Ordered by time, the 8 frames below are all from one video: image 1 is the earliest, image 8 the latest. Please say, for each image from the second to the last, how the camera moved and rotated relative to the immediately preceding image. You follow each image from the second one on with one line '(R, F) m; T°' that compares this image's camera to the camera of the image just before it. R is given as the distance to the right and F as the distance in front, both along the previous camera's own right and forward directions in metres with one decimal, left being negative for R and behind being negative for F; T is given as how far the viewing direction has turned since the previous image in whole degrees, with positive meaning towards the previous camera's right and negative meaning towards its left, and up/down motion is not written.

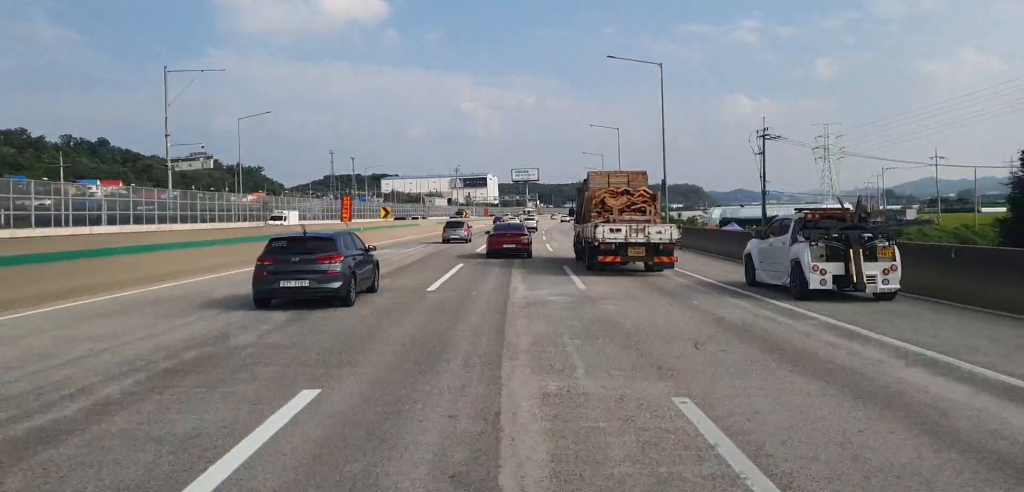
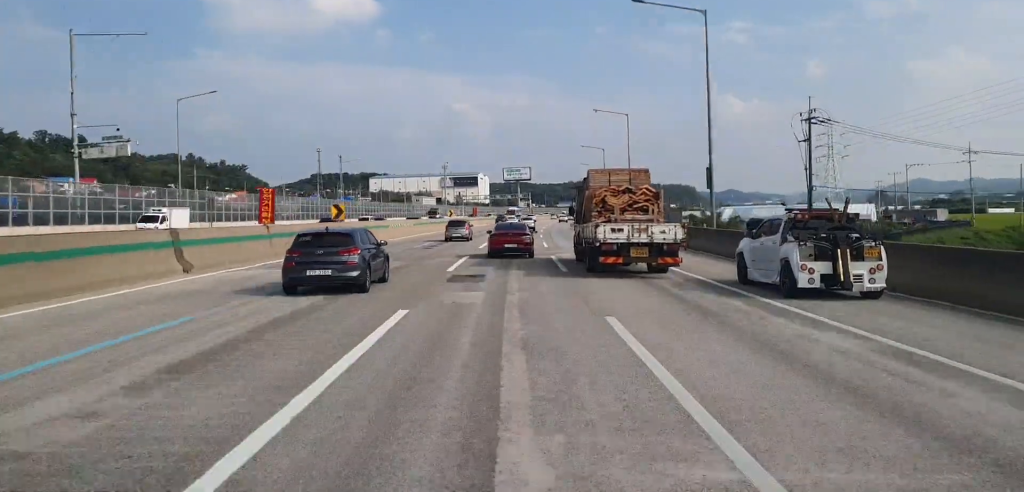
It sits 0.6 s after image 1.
(0.0, +13.4) m; 0°
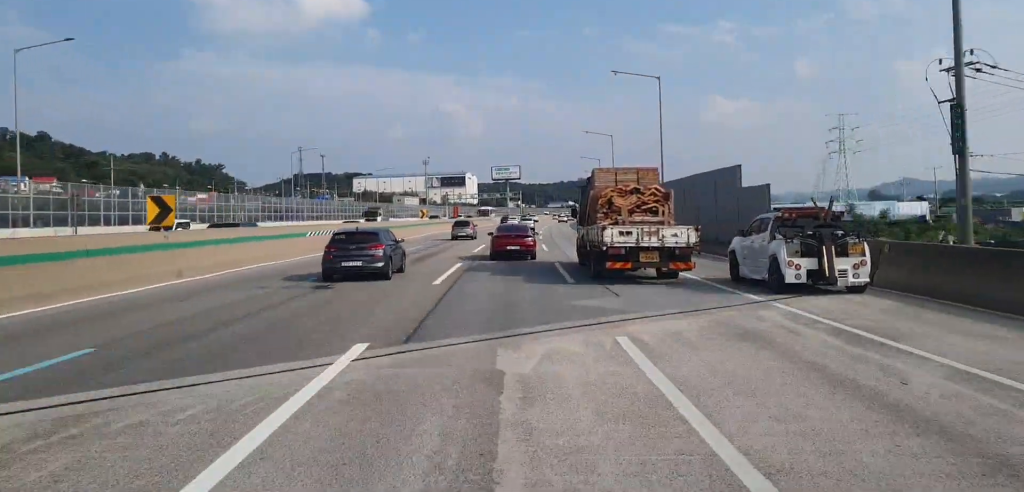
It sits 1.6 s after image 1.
(+0.3, +21.5) m; +2°
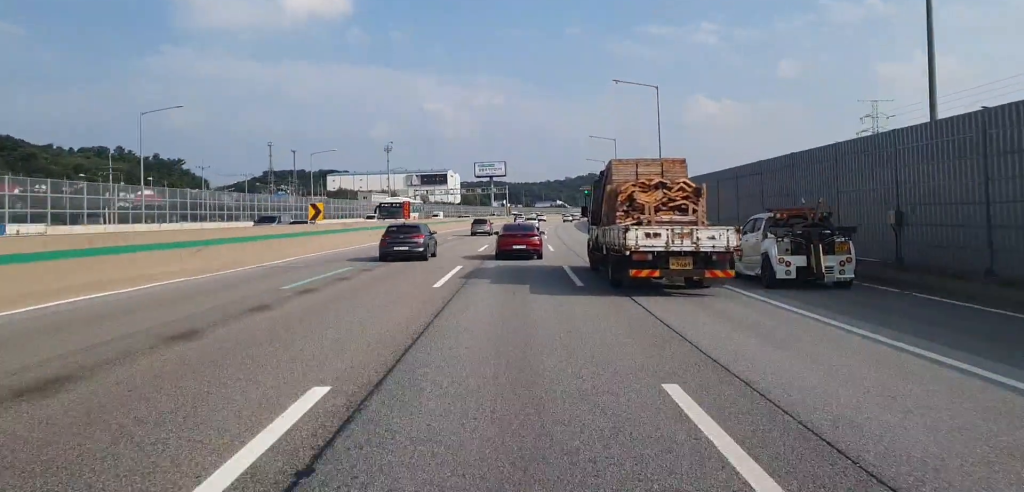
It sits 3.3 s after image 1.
(+0.9, +38.0) m; +2°
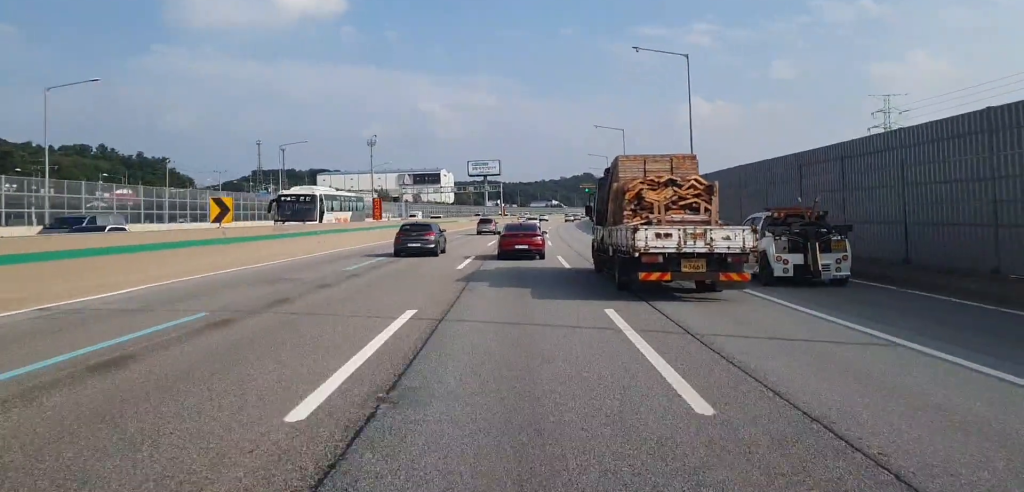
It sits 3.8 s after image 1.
(0.0, +12.1) m; 0°
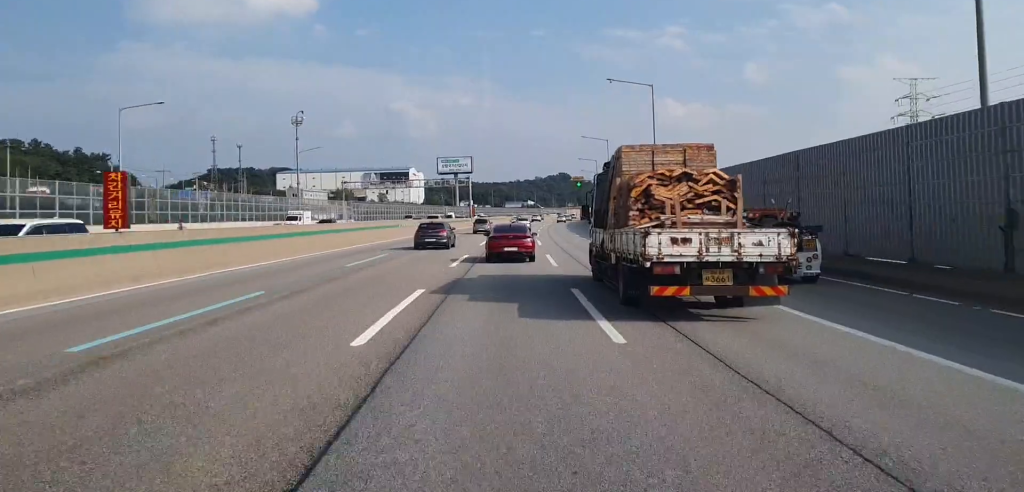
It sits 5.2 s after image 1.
(0.0, +32.7) m; 0°
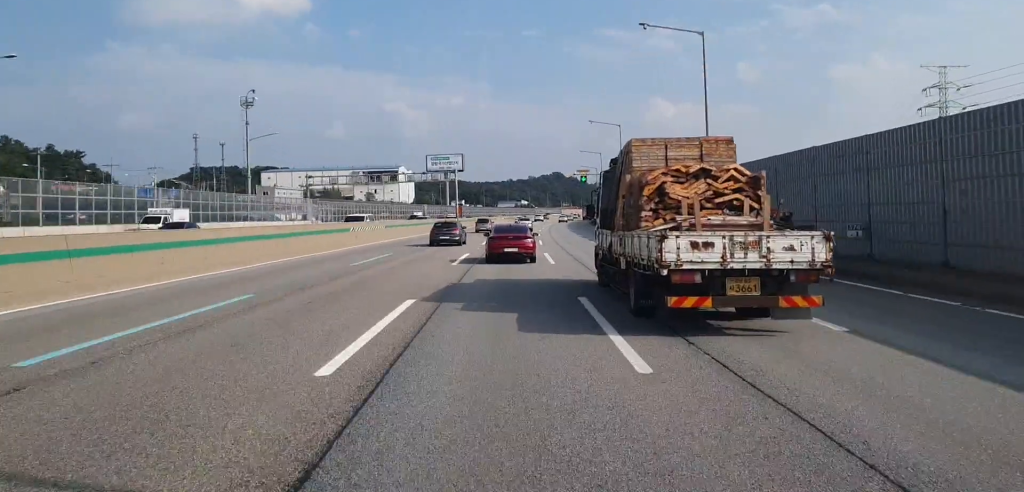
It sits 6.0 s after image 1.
(0.0, +17.6) m; +1°
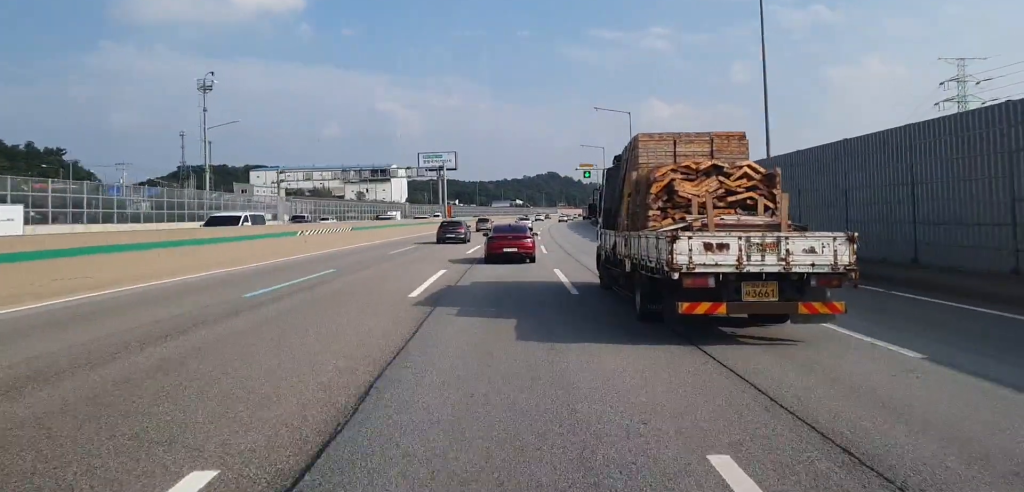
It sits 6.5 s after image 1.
(+0.1, +10.7) m; +1°
